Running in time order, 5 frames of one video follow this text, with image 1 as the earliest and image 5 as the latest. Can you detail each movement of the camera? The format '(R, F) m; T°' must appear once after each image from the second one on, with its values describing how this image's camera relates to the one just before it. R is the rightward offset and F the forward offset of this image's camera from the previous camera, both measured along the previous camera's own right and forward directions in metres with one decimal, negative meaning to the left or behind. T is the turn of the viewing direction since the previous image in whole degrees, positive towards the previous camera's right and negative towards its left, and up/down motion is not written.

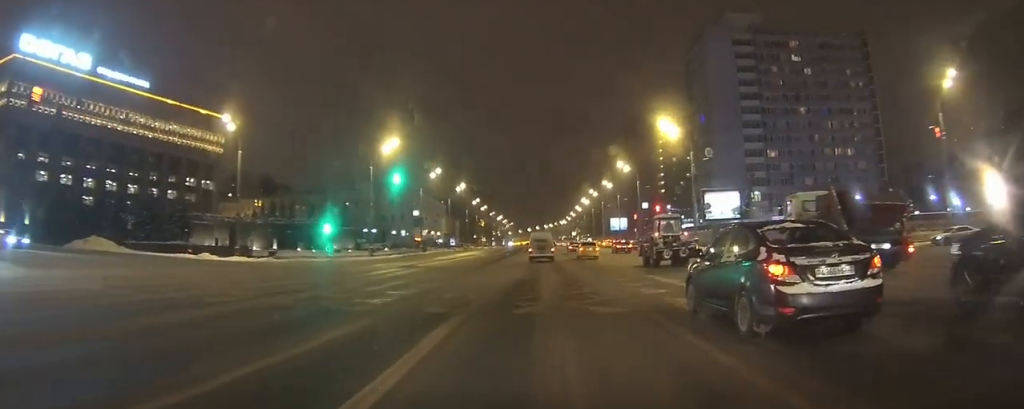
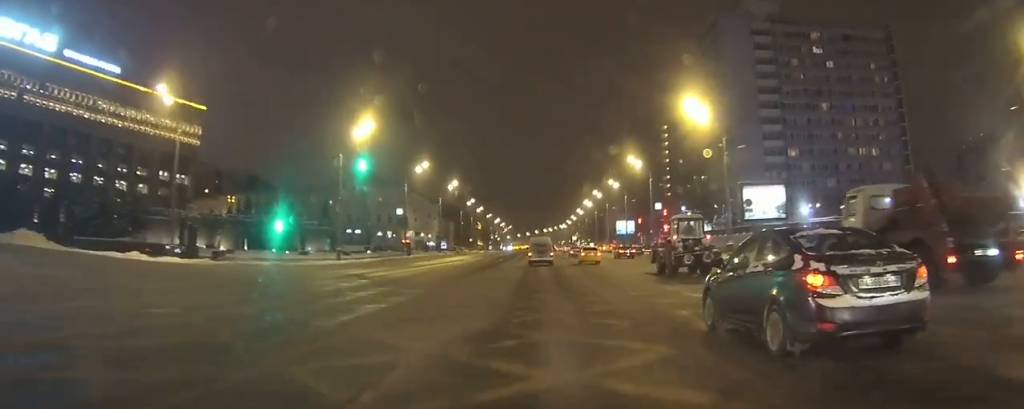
(0.0, +12.8) m; 0°
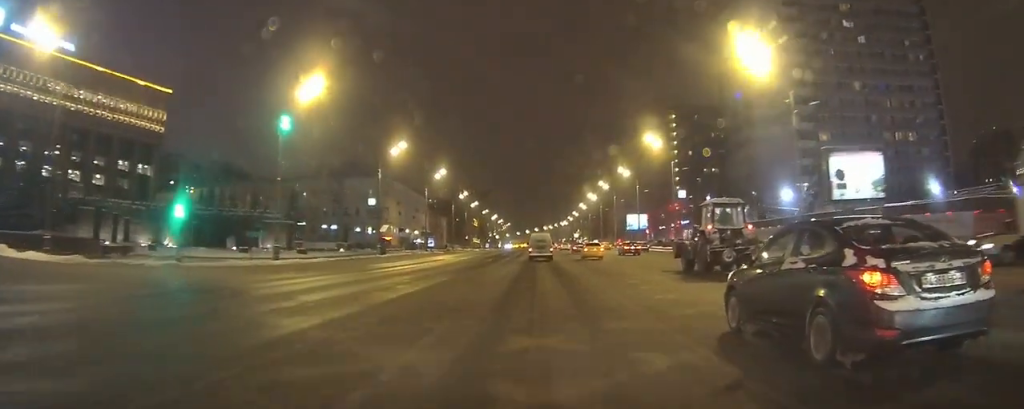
(+0.2, +15.8) m; +1°
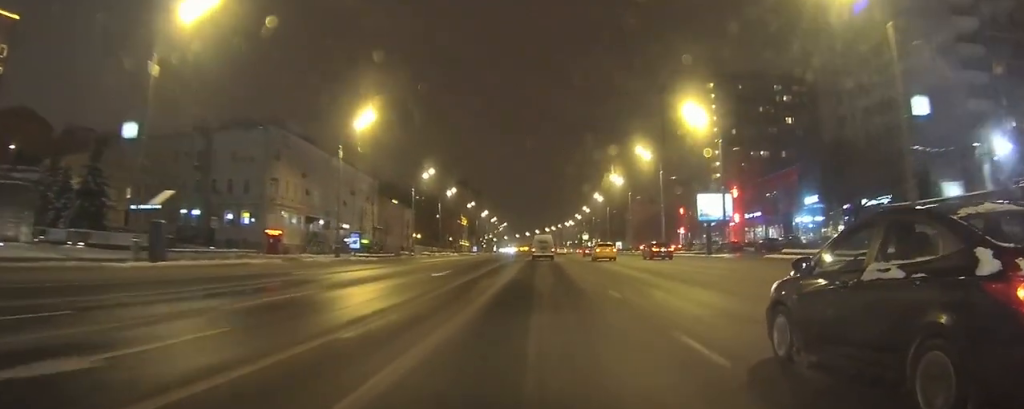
(0.0, +49.1) m; +1°
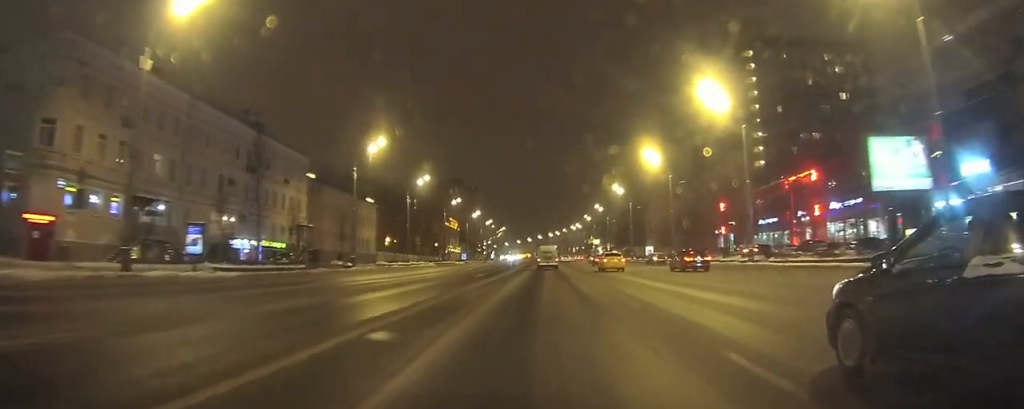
(-0.1, +33.8) m; -1°
